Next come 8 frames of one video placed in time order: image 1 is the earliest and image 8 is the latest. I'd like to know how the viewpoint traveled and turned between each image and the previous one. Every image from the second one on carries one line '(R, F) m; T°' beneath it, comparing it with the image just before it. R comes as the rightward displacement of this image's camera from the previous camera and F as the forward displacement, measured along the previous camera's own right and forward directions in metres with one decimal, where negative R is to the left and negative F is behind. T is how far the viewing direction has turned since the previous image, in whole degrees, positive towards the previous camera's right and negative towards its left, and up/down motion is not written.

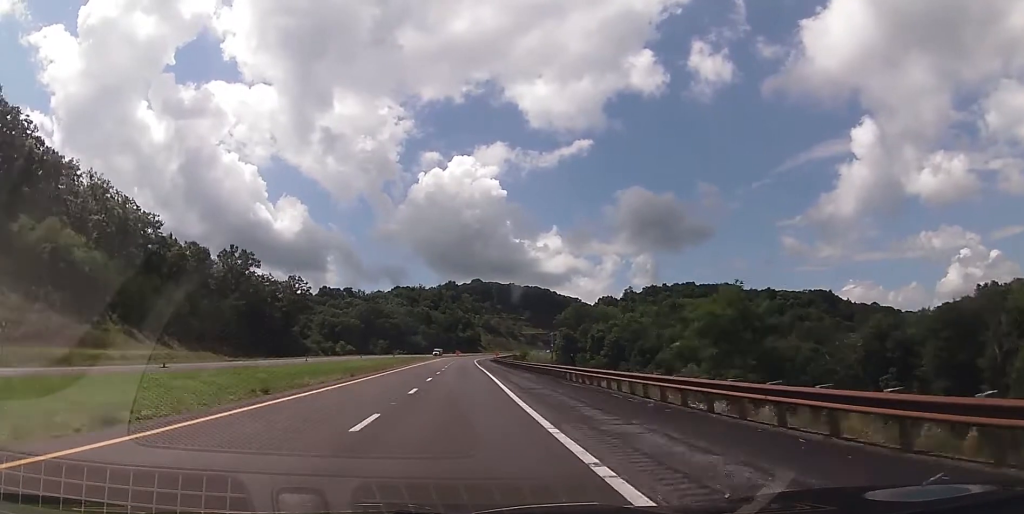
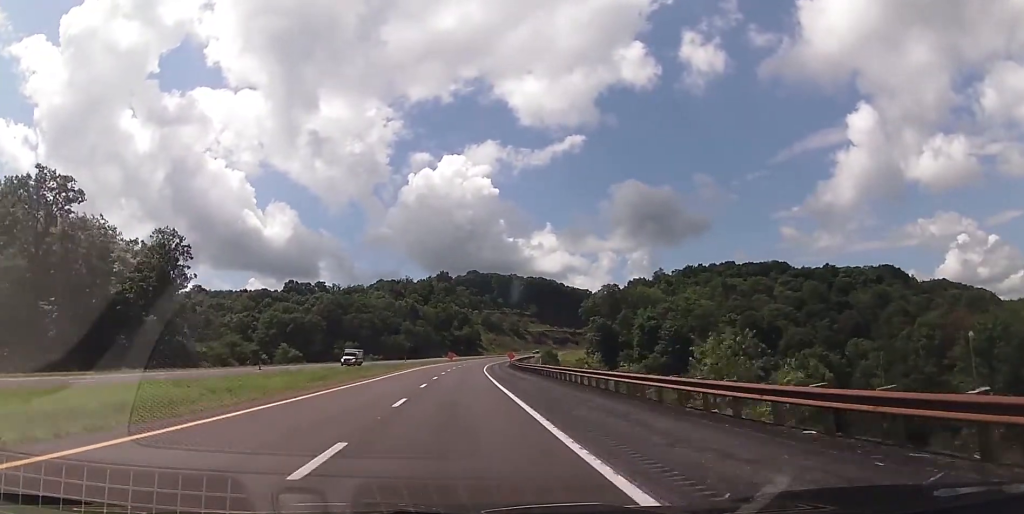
(-0.5, +76.5) m; -1°
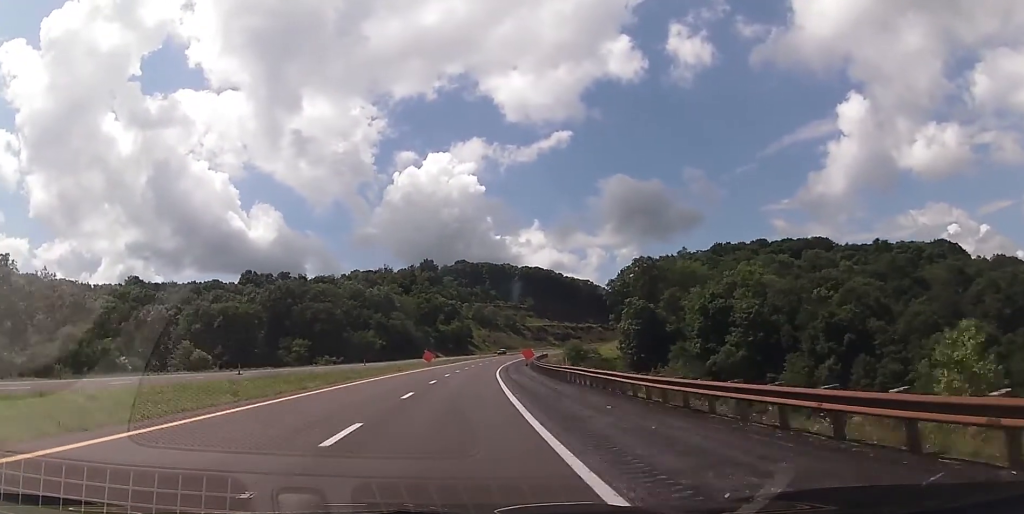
(+0.6, +56.3) m; +2°
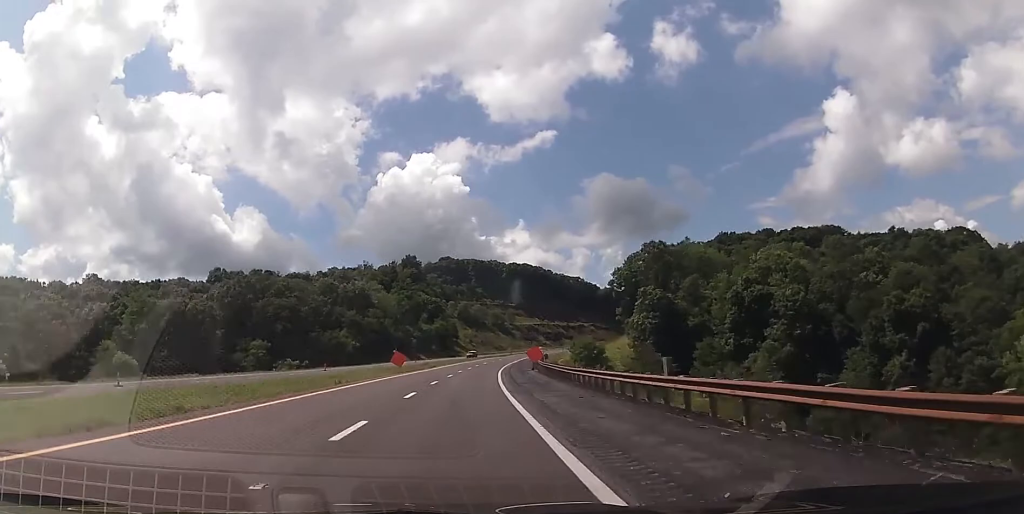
(+0.1, +23.0) m; +1°
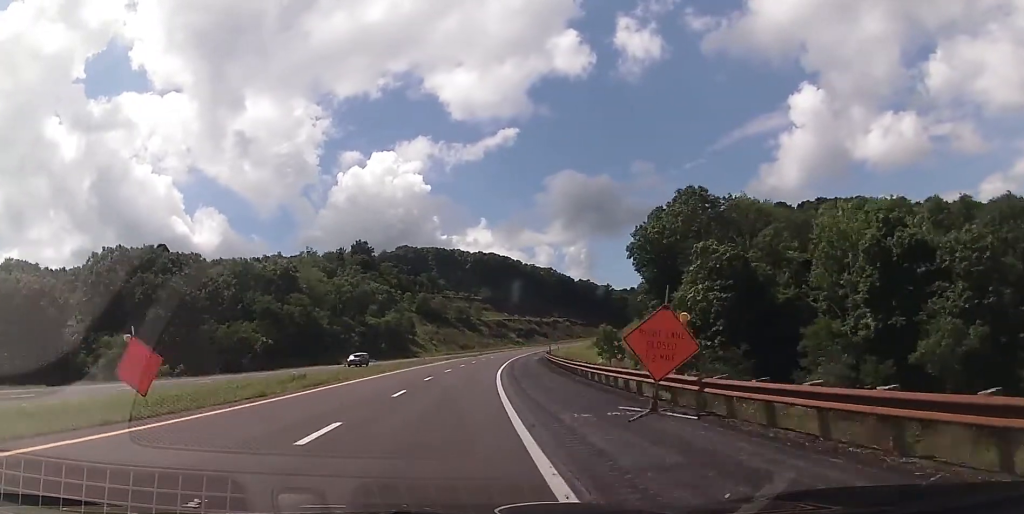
(+0.6, +47.8) m; +2°
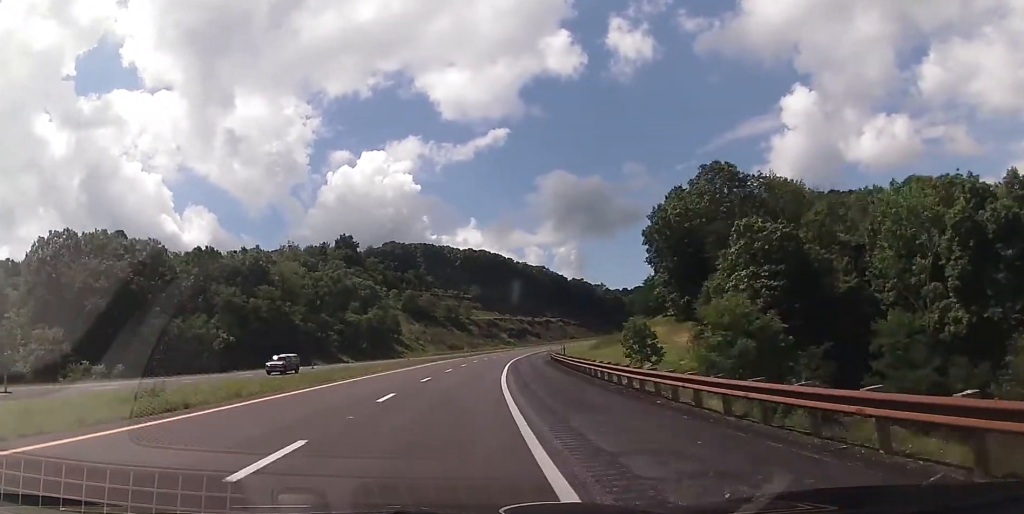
(+0.2, +15.1) m; +1°
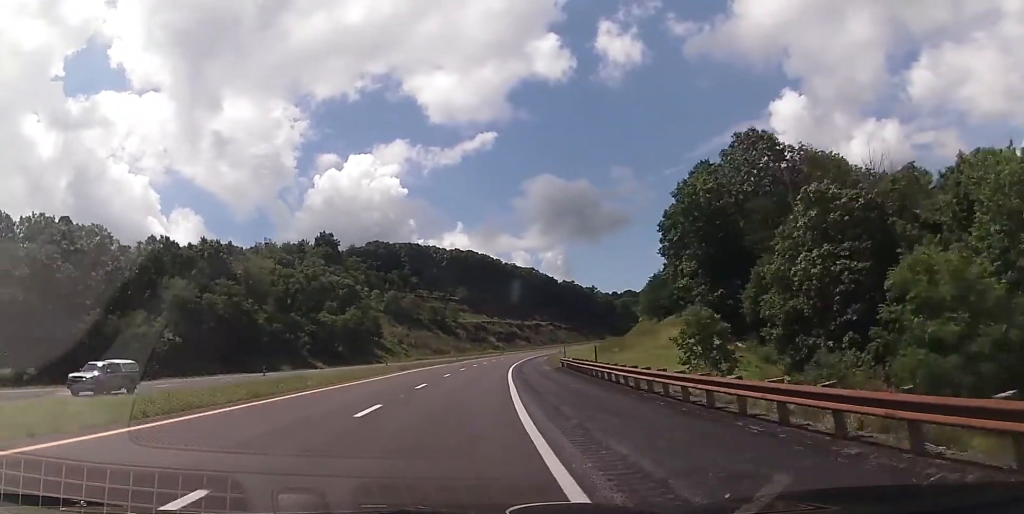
(+0.2, +16.2) m; +1°
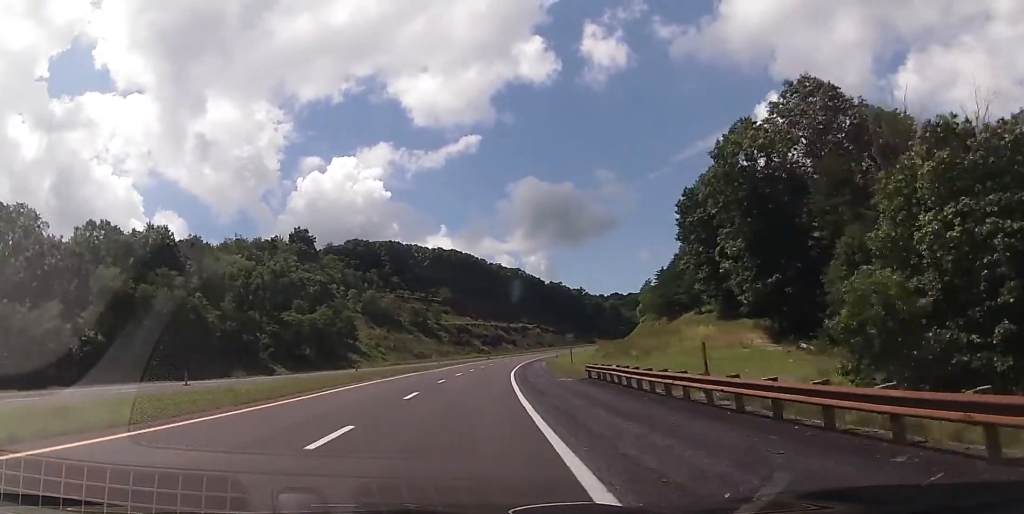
(+0.2, +17.2) m; +1°
